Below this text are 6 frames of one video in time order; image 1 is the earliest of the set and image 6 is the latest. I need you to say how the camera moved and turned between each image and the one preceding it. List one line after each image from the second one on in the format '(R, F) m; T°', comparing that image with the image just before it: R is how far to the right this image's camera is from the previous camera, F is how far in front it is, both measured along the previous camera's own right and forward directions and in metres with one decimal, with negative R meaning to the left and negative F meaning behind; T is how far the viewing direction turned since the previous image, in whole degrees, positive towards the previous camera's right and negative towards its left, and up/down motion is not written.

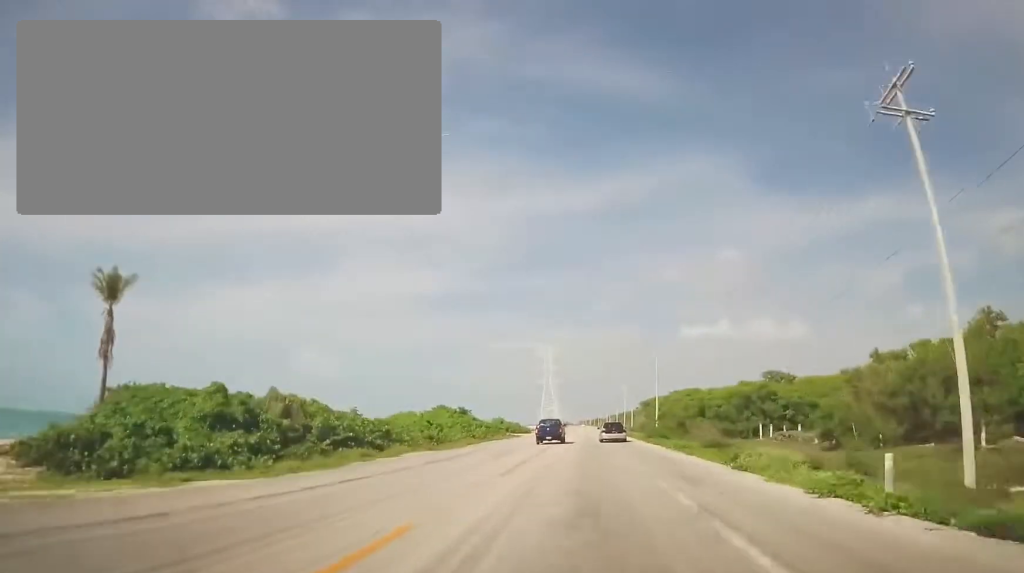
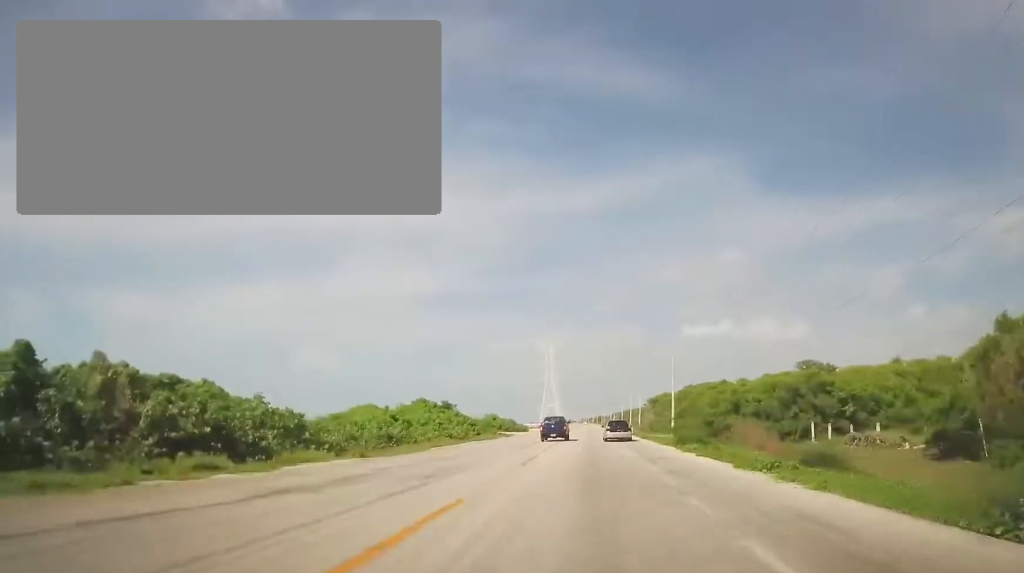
(-0.2, +12.9) m; 0°
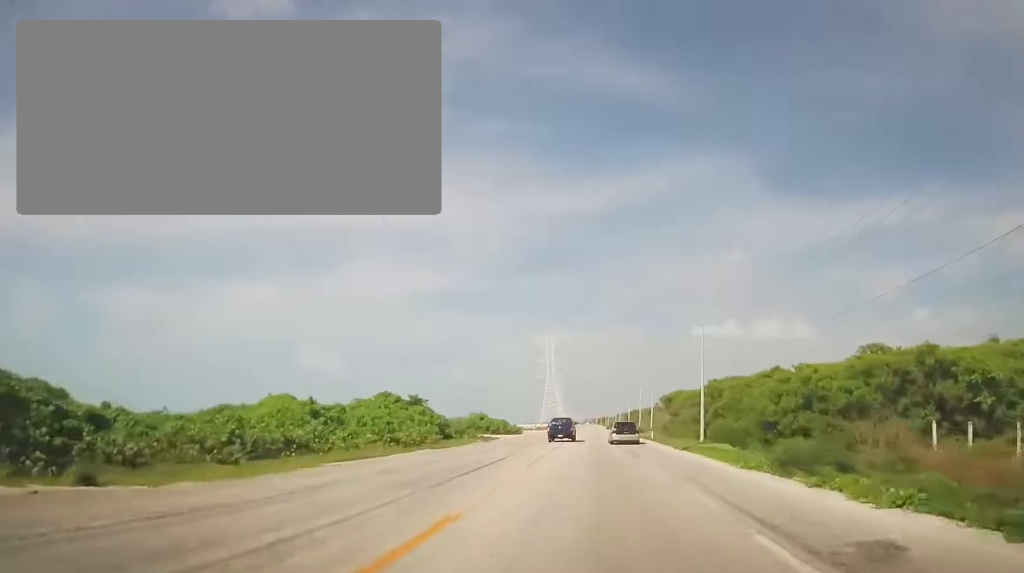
(-0.1, +16.2) m; 0°
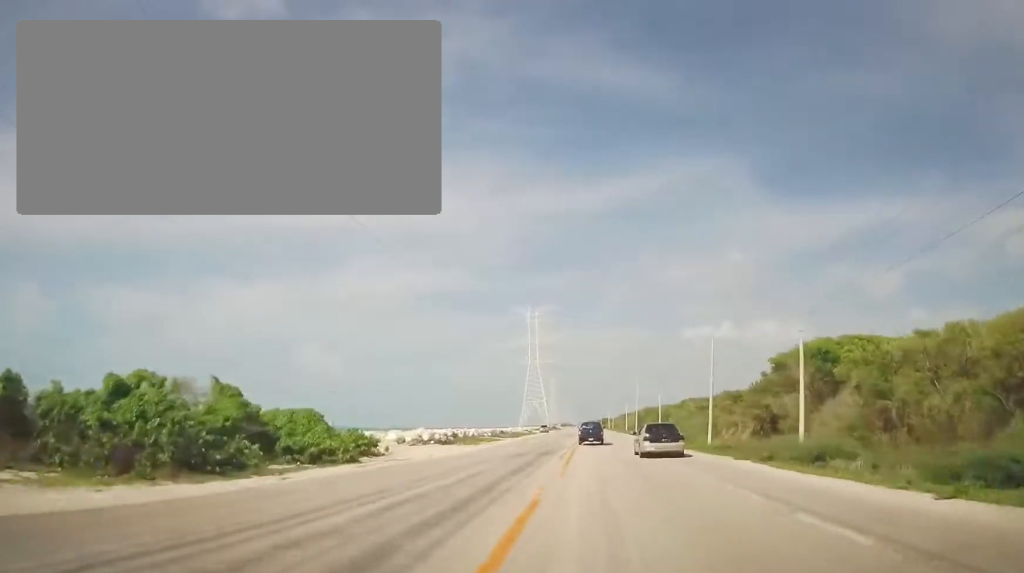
(+0.6, +72.6) m; +1°
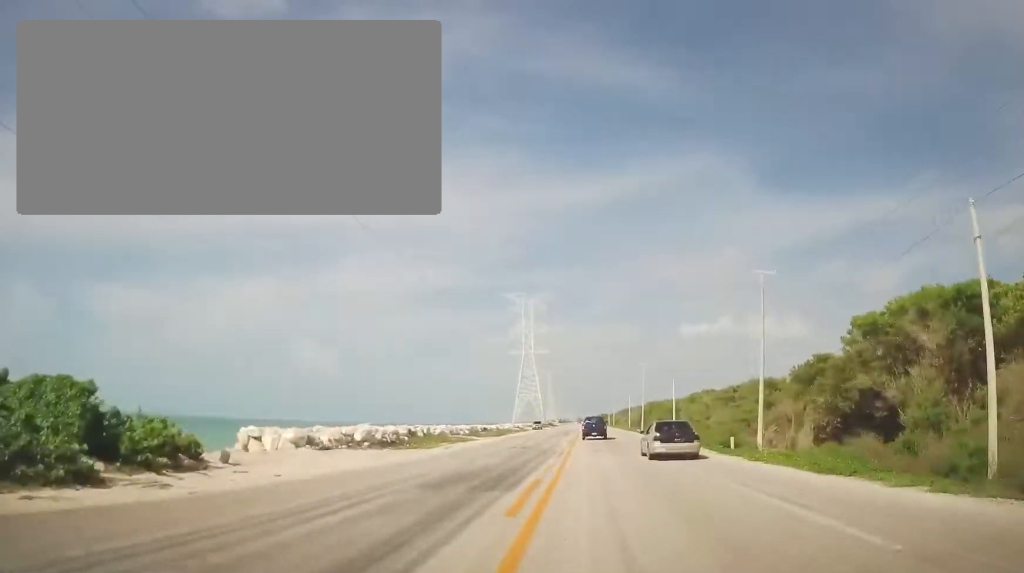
(0.0, +16.3) m; 0°
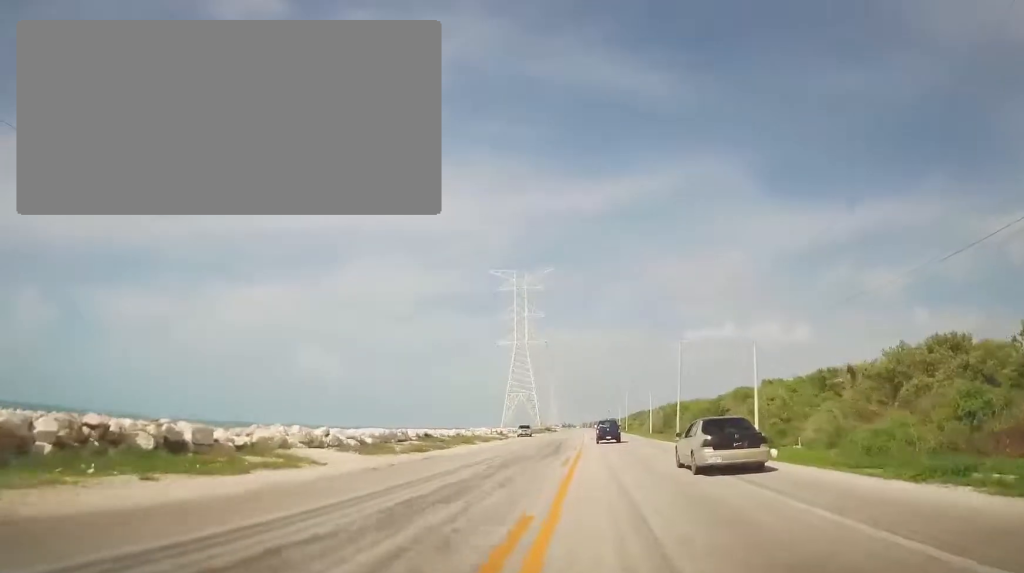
(-0.3, +35.3) m; -1°
